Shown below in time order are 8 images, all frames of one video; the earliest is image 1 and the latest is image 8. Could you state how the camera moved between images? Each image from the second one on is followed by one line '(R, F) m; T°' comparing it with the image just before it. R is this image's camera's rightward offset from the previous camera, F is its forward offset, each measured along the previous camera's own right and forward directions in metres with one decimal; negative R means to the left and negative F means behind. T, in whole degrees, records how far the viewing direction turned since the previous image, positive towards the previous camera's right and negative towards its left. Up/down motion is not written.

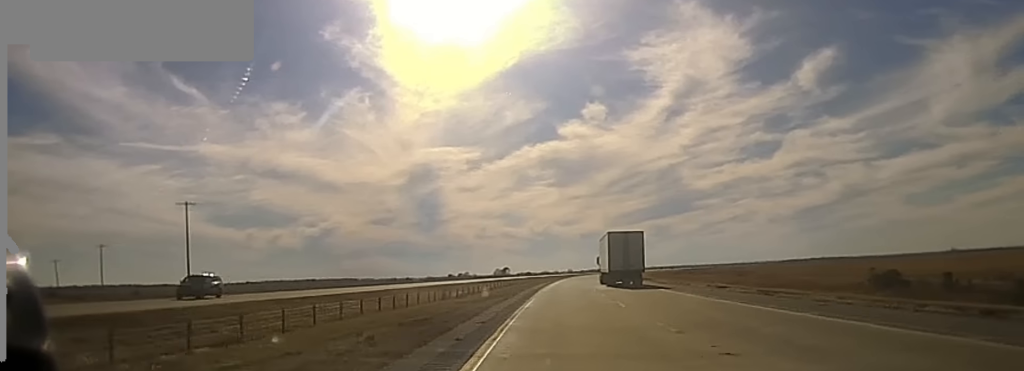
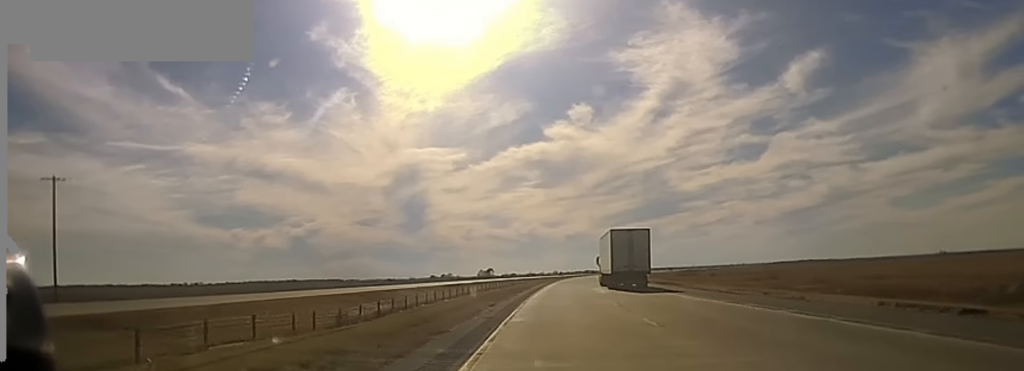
(+0.4, +39.2) m; +1°
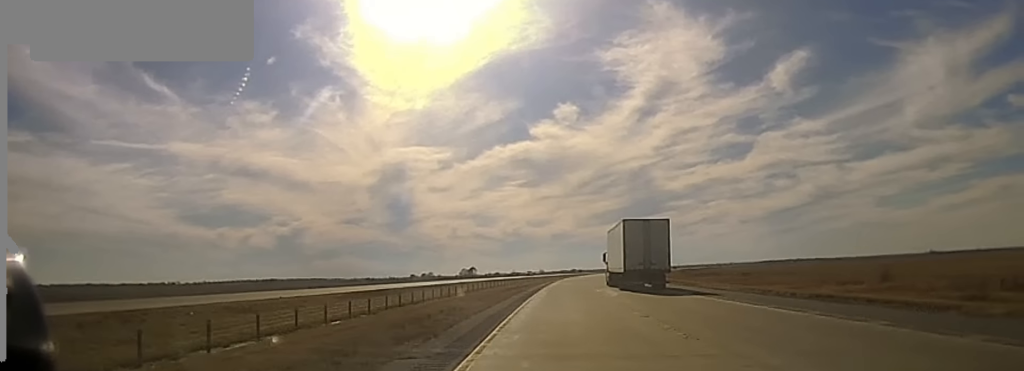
(+0.3, +52.3) m; +1°
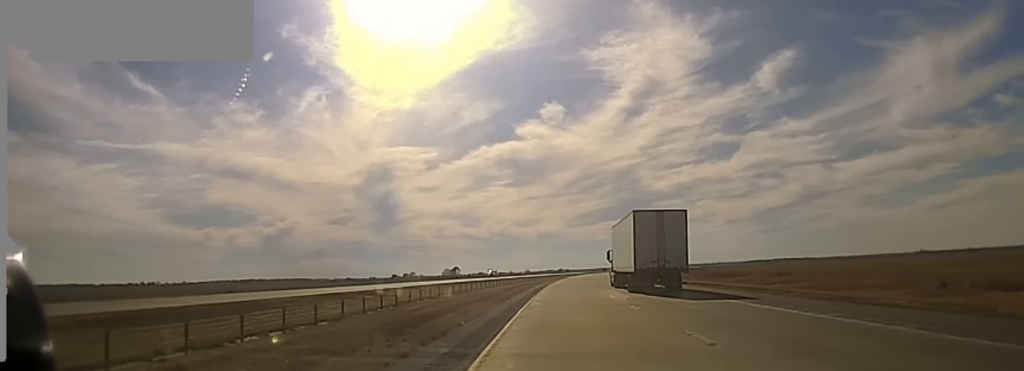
(+0.1, +34.2) m; +1°
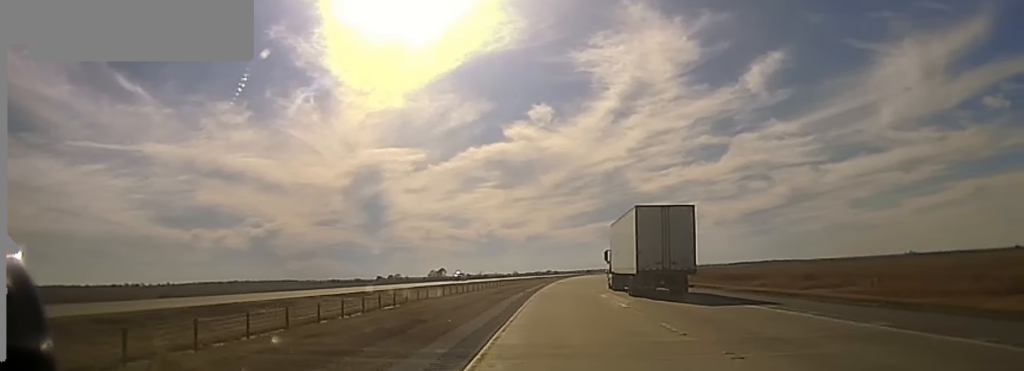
(+0.1, +18.5) m; +1°
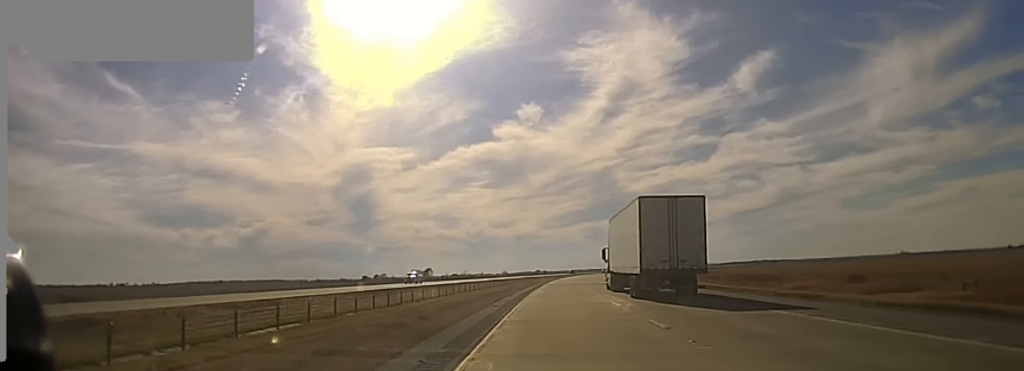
(+0.1, +19.5) m; +1°
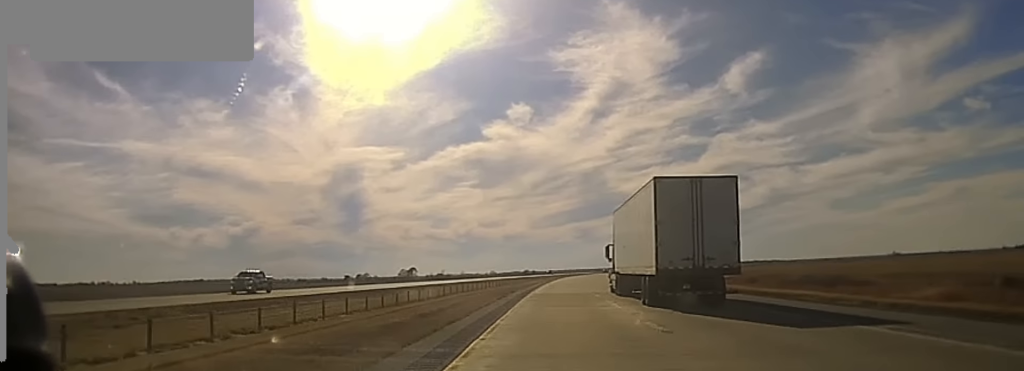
(+0.3, +33.5) m; 0°
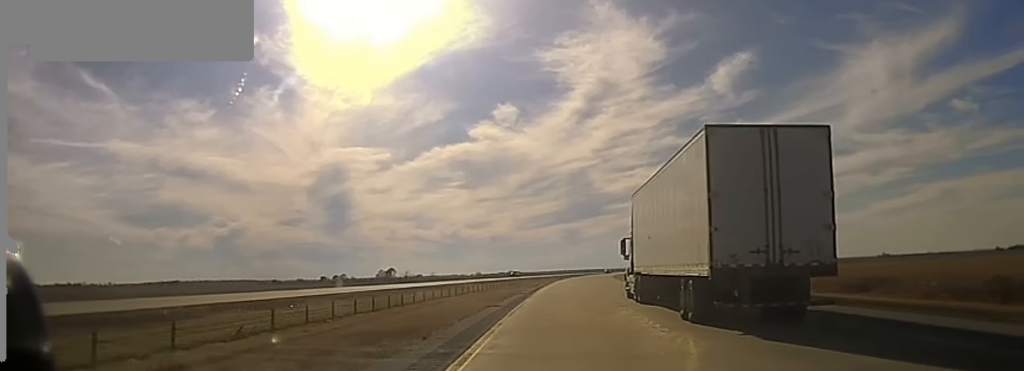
(+0.1, +47.6) m; +1°
